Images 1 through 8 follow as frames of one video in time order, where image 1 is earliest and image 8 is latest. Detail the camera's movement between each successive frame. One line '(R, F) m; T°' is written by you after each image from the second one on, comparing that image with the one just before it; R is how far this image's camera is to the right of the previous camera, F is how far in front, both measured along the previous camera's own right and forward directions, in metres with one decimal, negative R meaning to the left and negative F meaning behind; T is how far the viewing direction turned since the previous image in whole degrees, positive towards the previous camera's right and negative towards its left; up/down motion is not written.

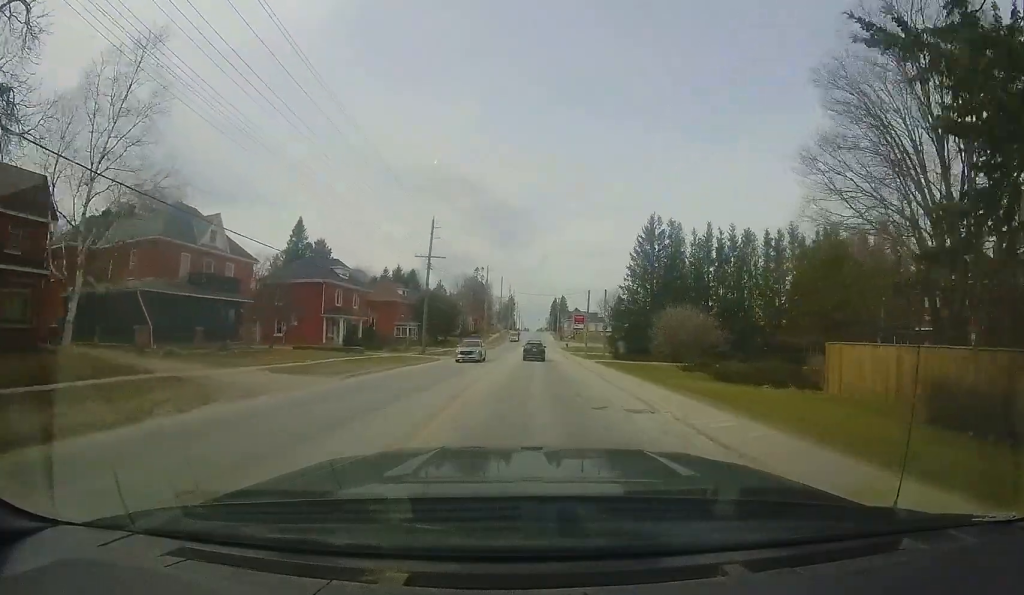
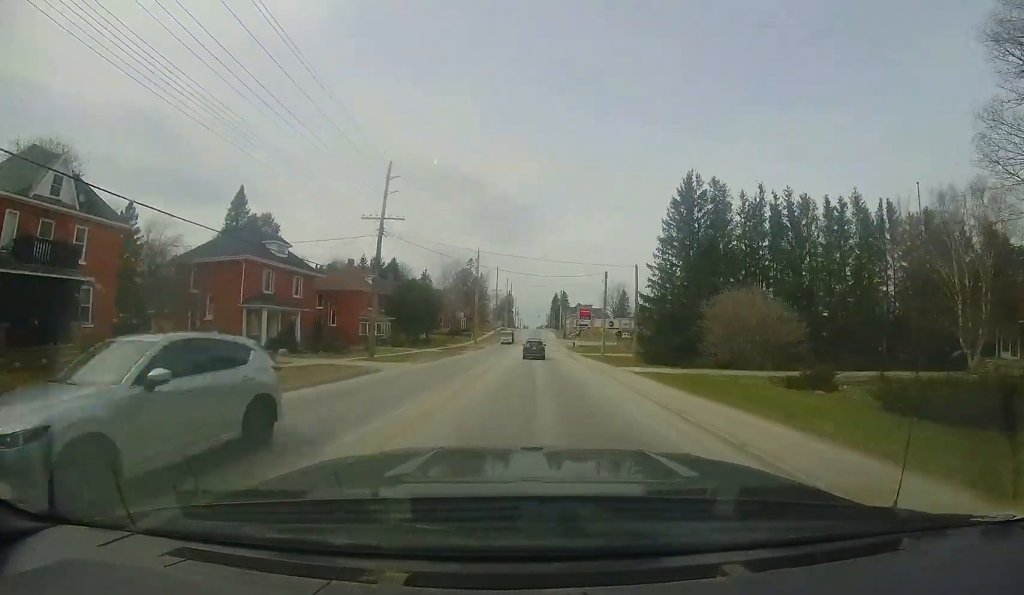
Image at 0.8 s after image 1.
(0.0, +11.9) m; 0°
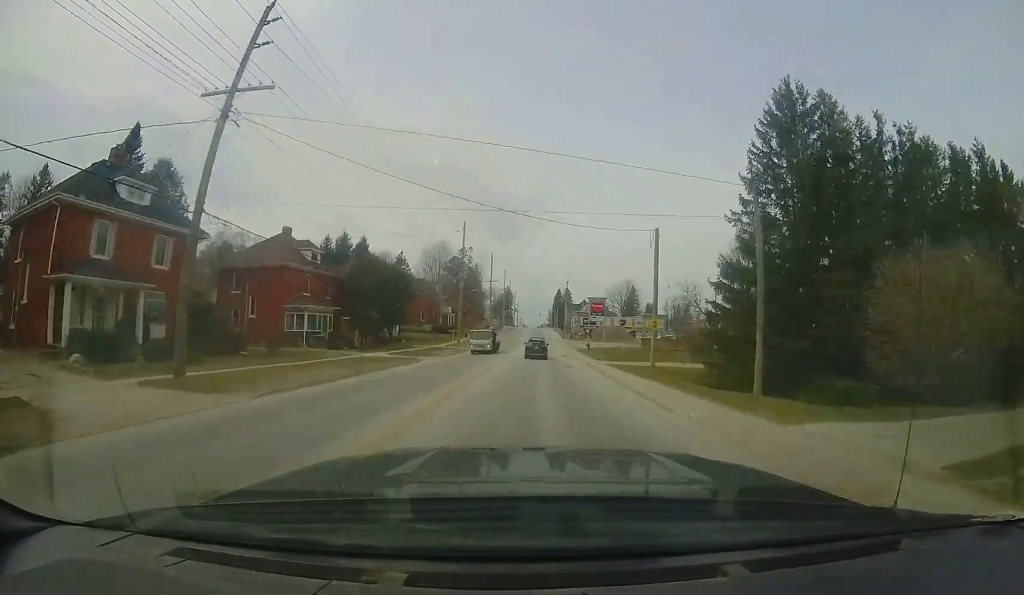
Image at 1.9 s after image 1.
(-0.1, +14.9) m; +1°
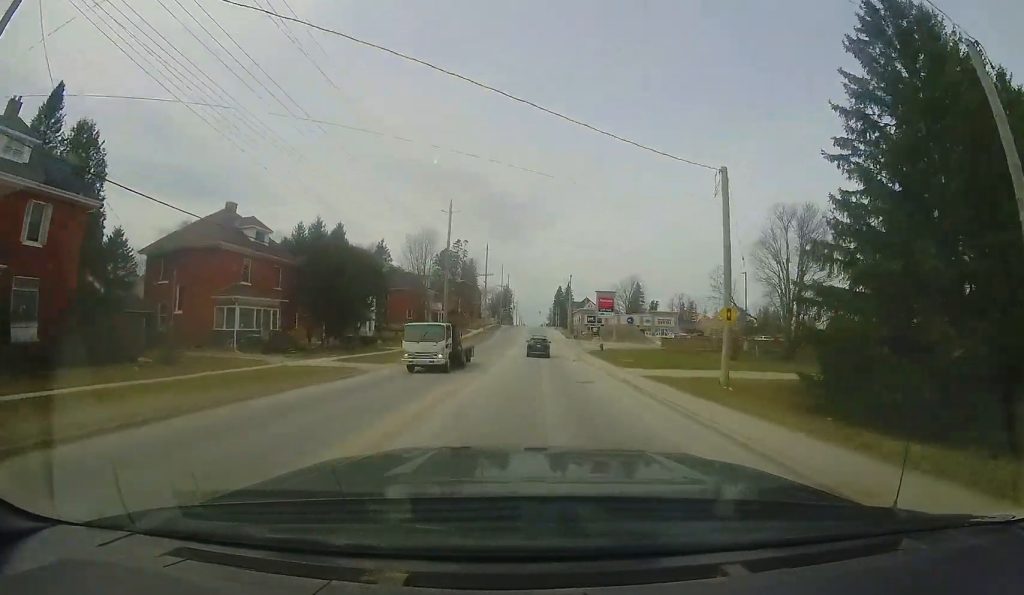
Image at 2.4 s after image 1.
(+0.4, +8.2) m; 0°
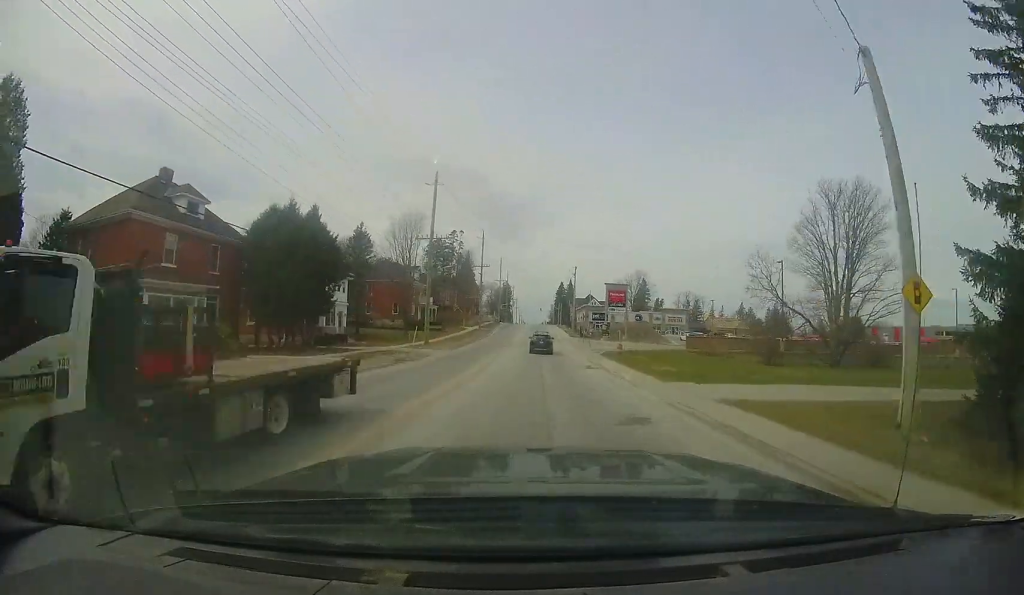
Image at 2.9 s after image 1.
(0.0, +7.2) m; -1°
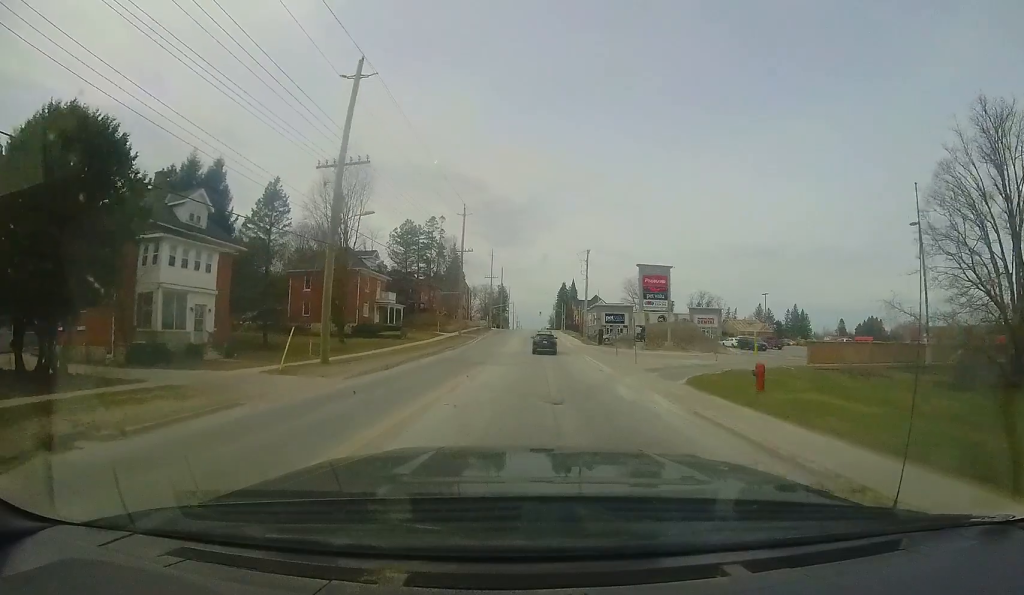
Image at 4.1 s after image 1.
(-0.5, +17.2) m; 0°
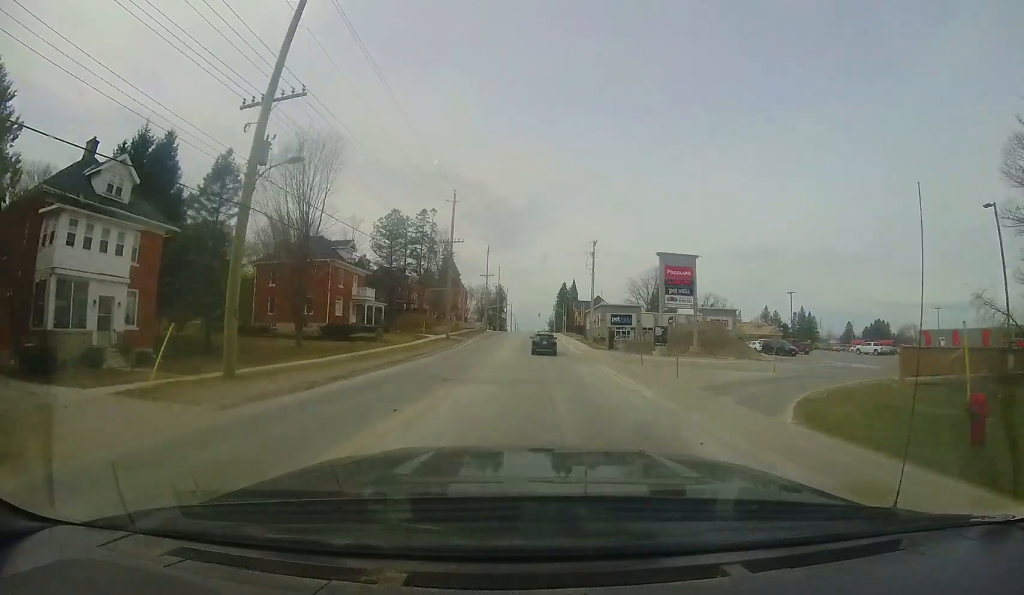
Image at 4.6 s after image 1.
(0.0, +6.2) m; +1°
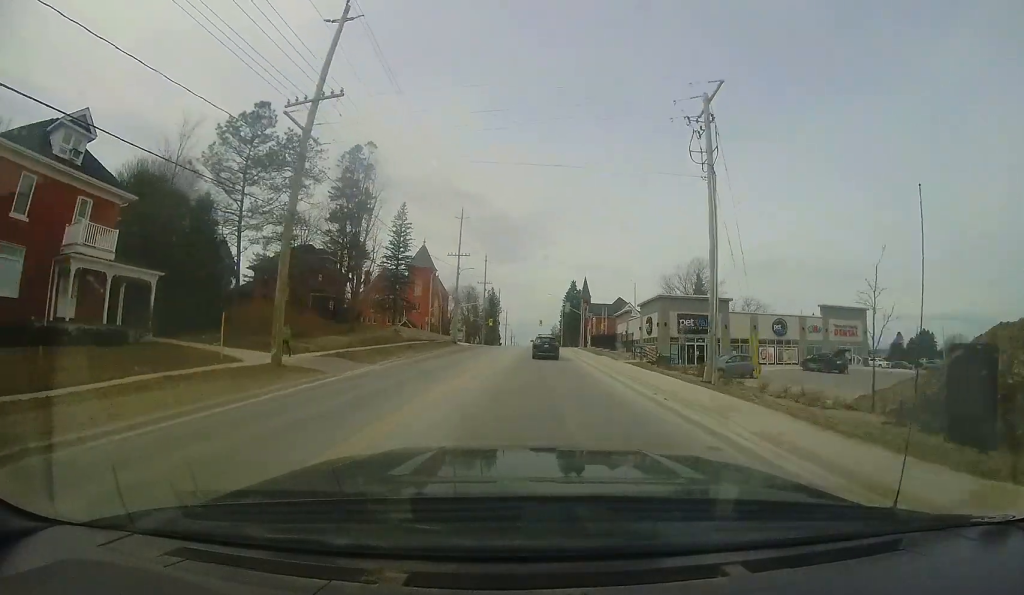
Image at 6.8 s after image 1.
(+1.1, +30.1) m; +1°
